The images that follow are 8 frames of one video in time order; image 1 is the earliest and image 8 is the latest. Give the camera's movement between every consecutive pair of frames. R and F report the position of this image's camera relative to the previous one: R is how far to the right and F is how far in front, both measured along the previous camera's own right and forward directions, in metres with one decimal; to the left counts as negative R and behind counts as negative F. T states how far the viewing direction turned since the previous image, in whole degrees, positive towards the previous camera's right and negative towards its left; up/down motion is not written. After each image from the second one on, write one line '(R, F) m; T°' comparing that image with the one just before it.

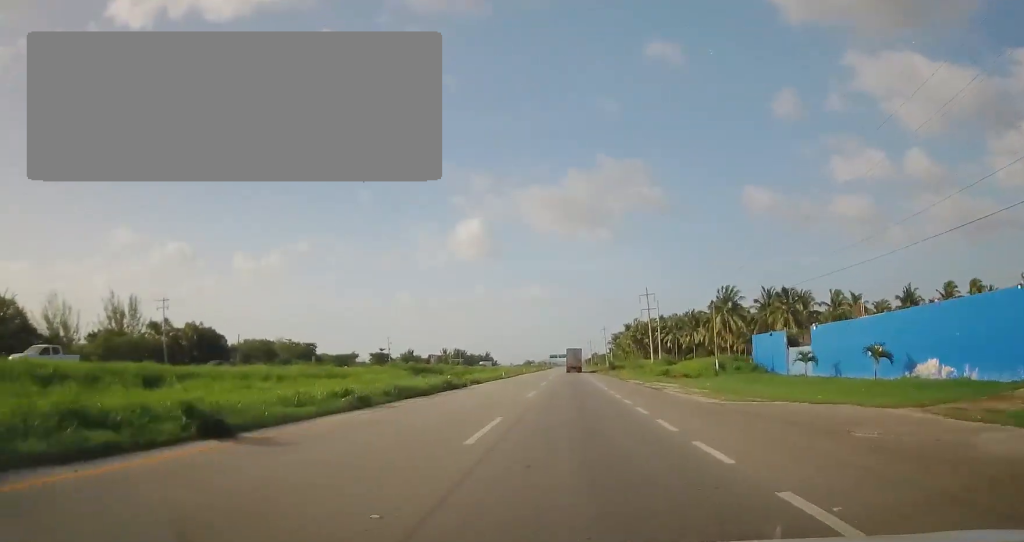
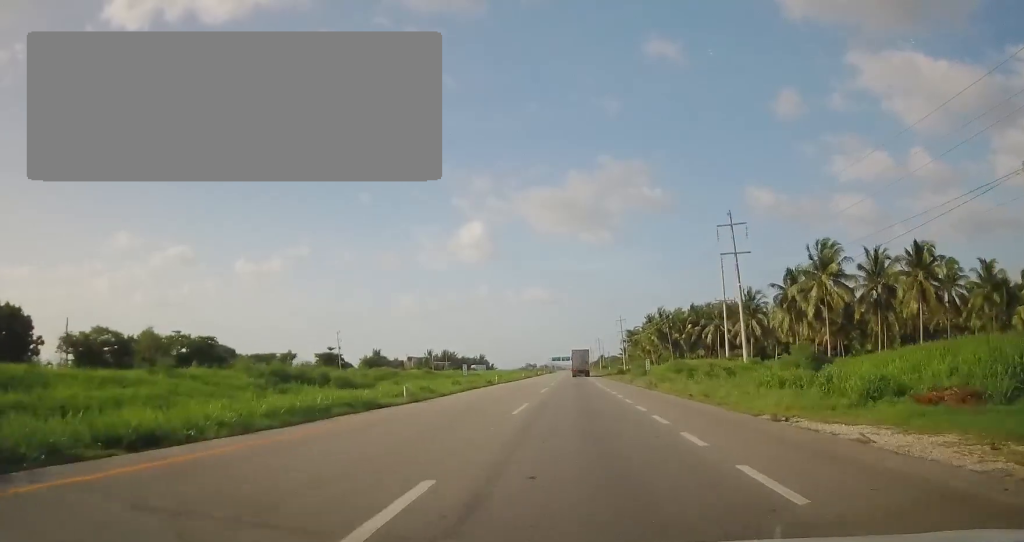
(-0.3, +40.0) m; 0°
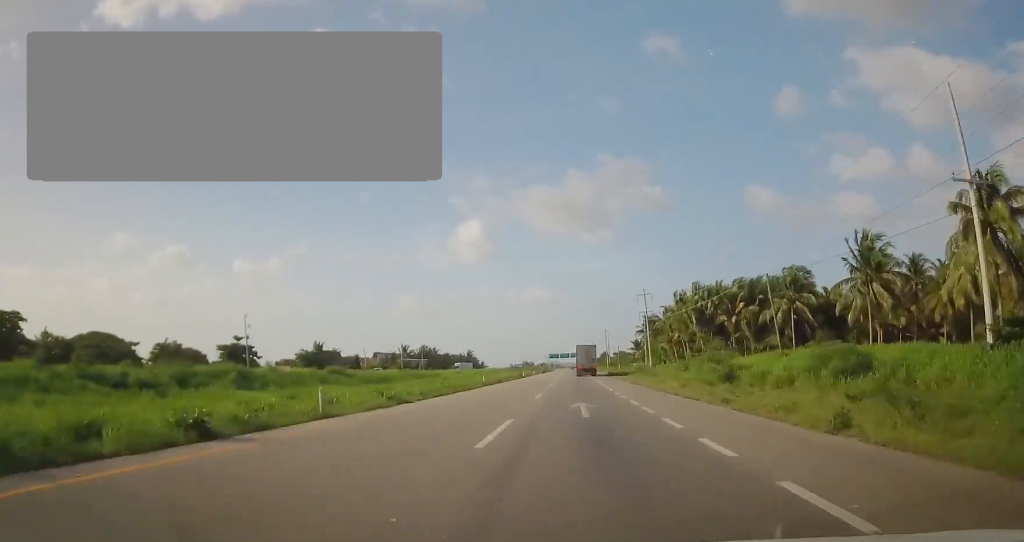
(+0.3, +38.7) m; -1°
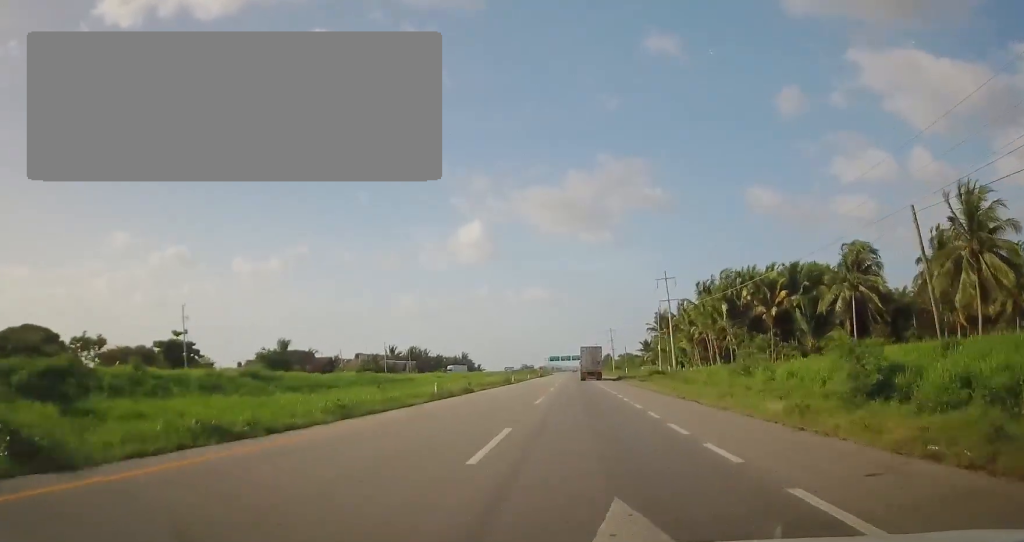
(-0.4, +16.7) m; 0°
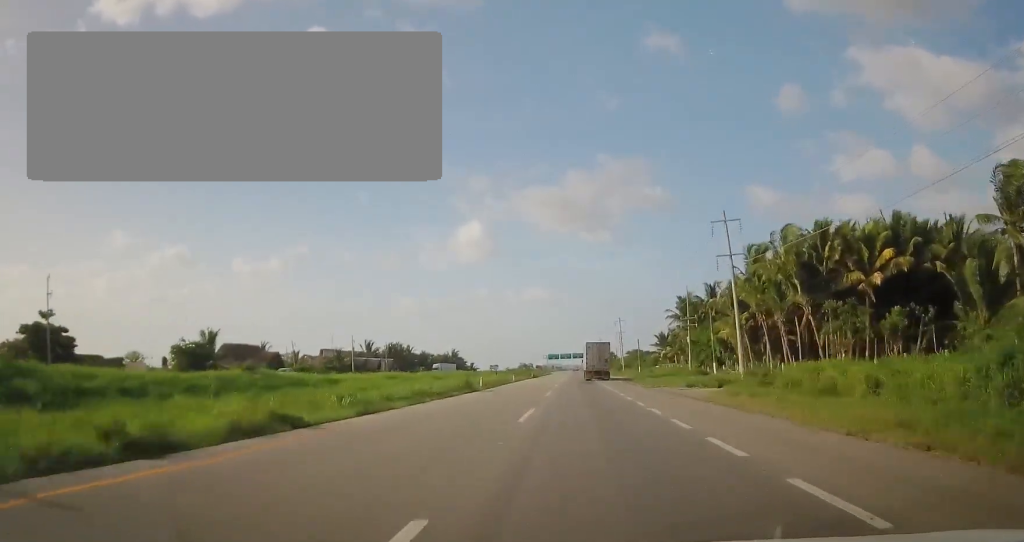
(+0.1, +24.3) m; 0°
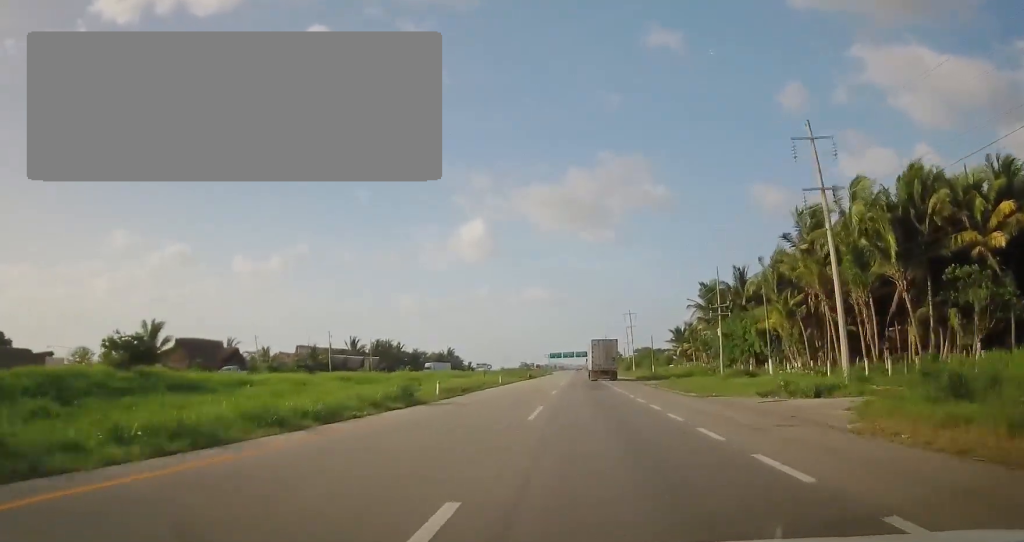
(+0.1, +14.7) m; 0°
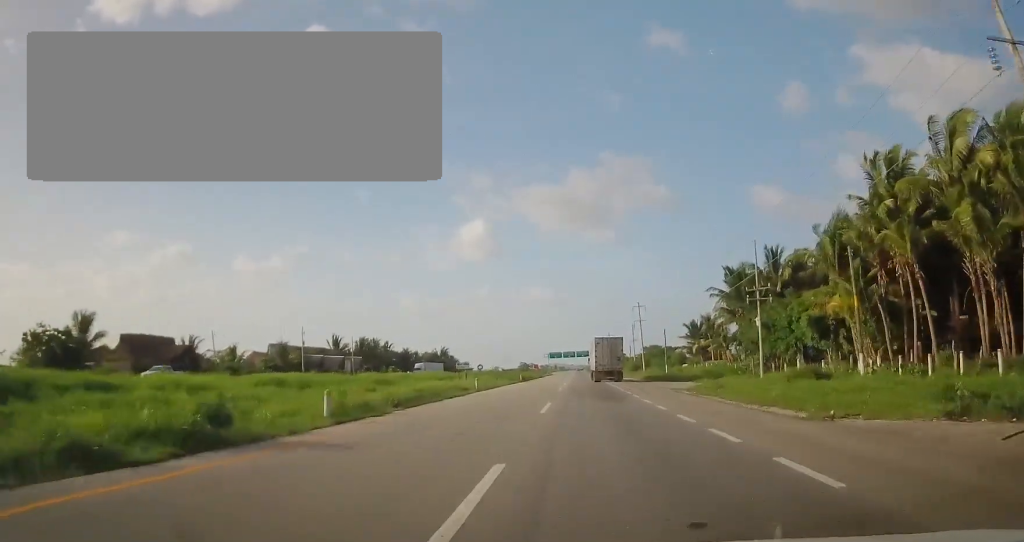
(-0.1, +13.1) m; 0°
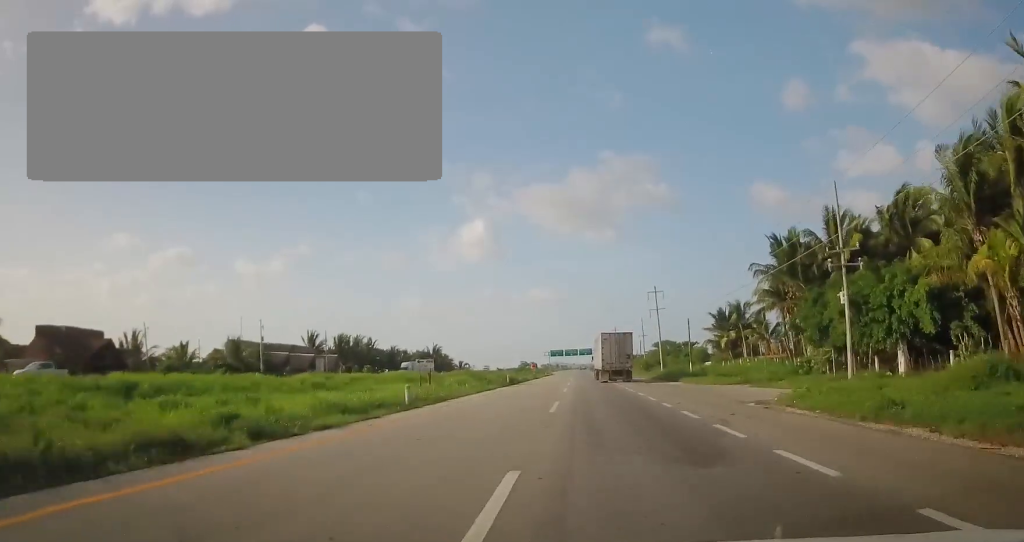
(0.0, +16.0) m; 0°
